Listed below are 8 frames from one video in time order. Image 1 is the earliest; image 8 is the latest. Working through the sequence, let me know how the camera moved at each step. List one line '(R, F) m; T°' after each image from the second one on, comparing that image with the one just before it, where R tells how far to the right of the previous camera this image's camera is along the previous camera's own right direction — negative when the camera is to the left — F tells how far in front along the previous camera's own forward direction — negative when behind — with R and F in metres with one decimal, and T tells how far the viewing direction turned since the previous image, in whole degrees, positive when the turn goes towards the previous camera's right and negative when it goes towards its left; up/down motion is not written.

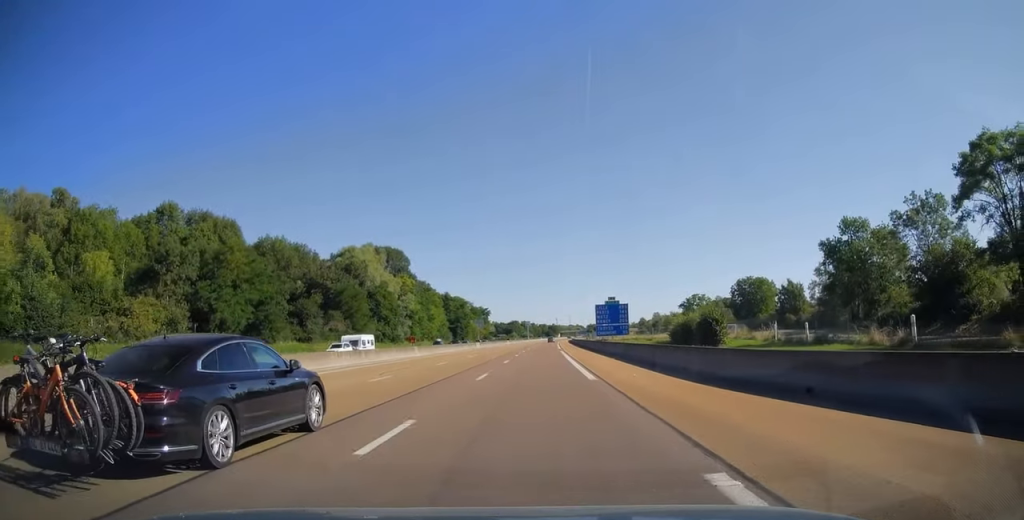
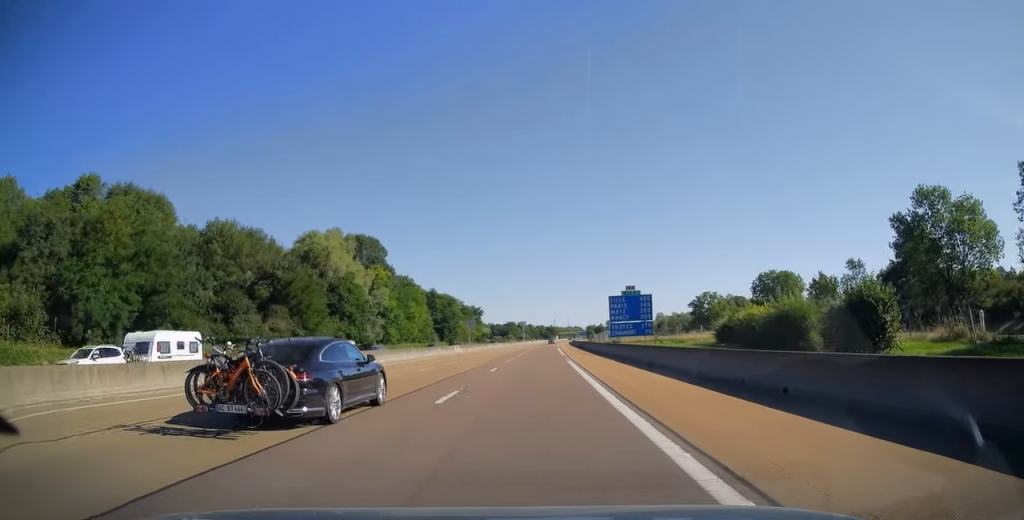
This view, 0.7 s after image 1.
(+0.1, +20.0) m; 0°
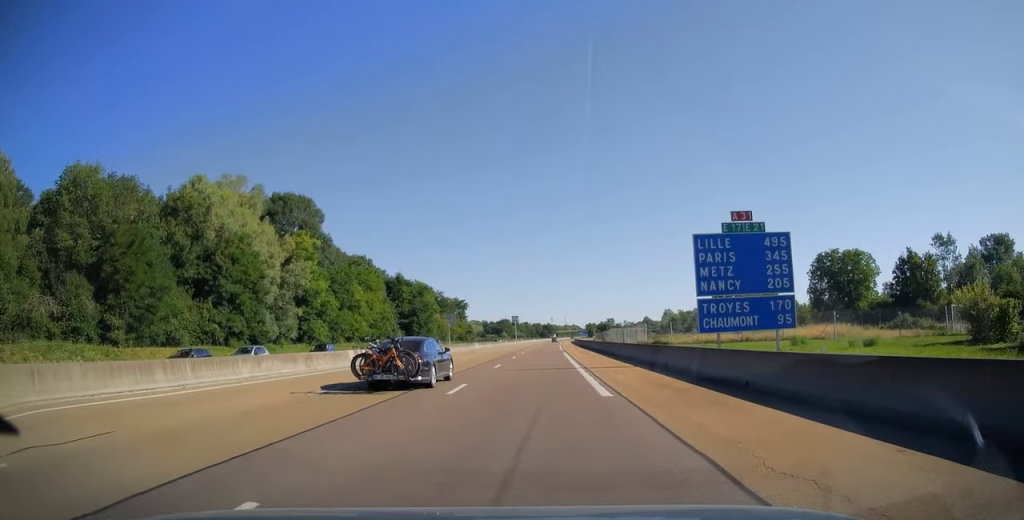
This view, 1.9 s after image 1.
(+0.2, +36.9) m; 0°
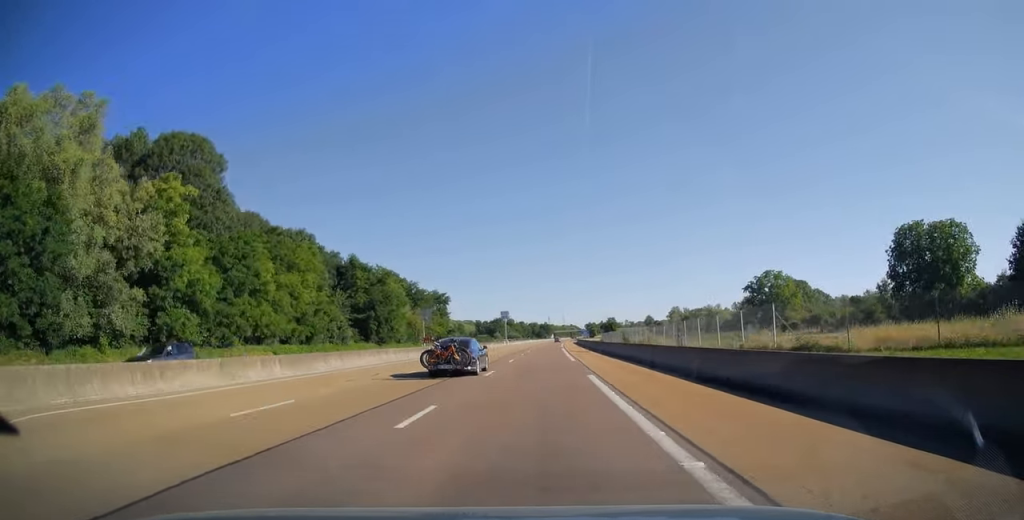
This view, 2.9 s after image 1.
(0.0, +31.3) m; 0°
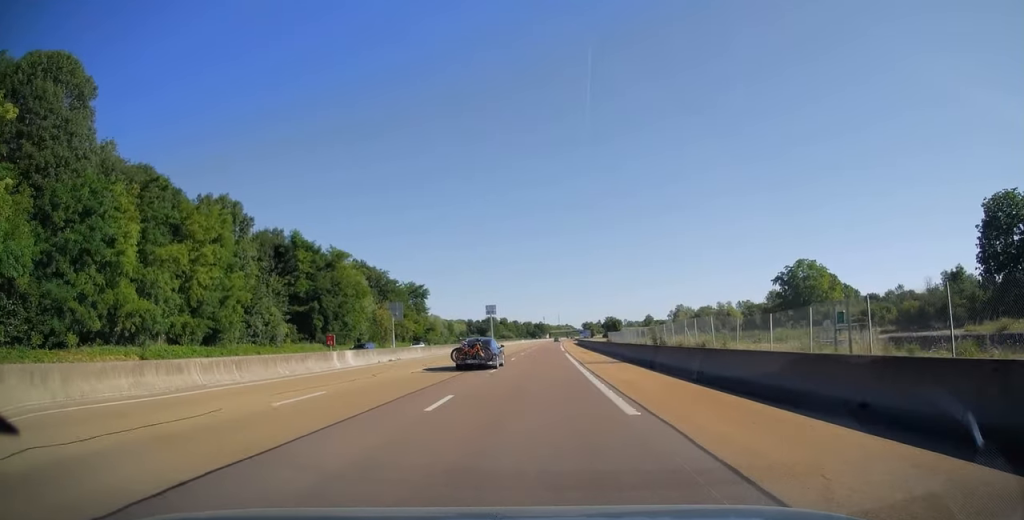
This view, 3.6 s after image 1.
(+0.1, +23.6) m; 0°
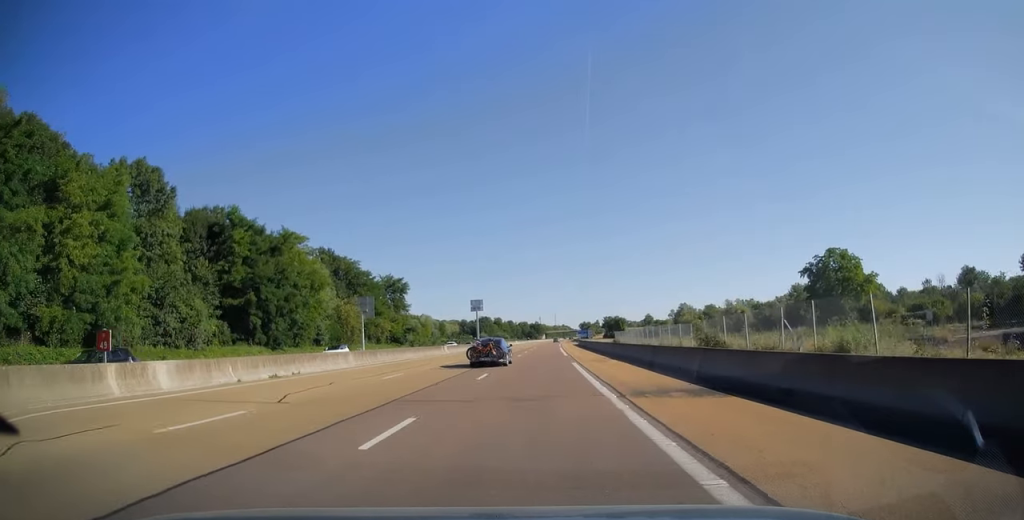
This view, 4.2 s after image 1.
(0.0, +16.9) m; 0°
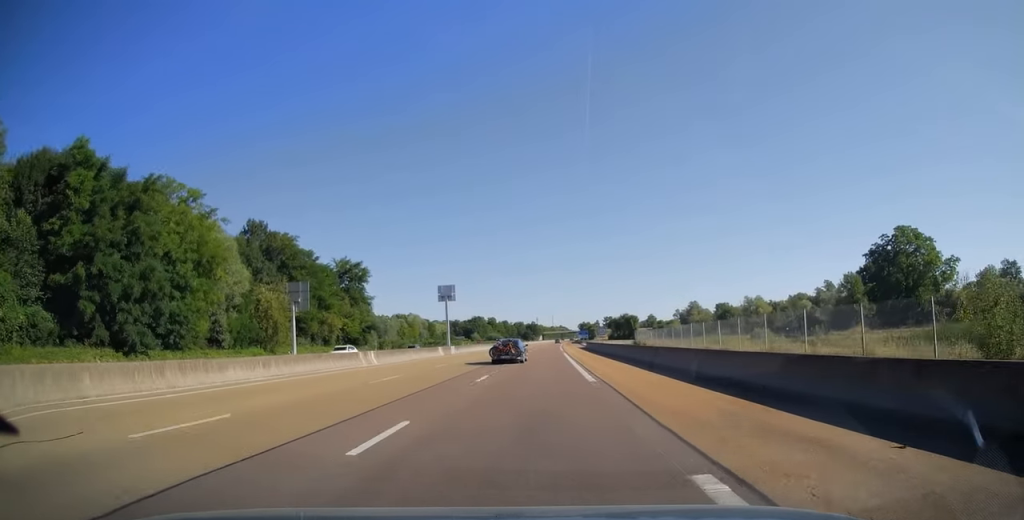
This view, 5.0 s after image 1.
(+0.1, +26.2) m; 0°
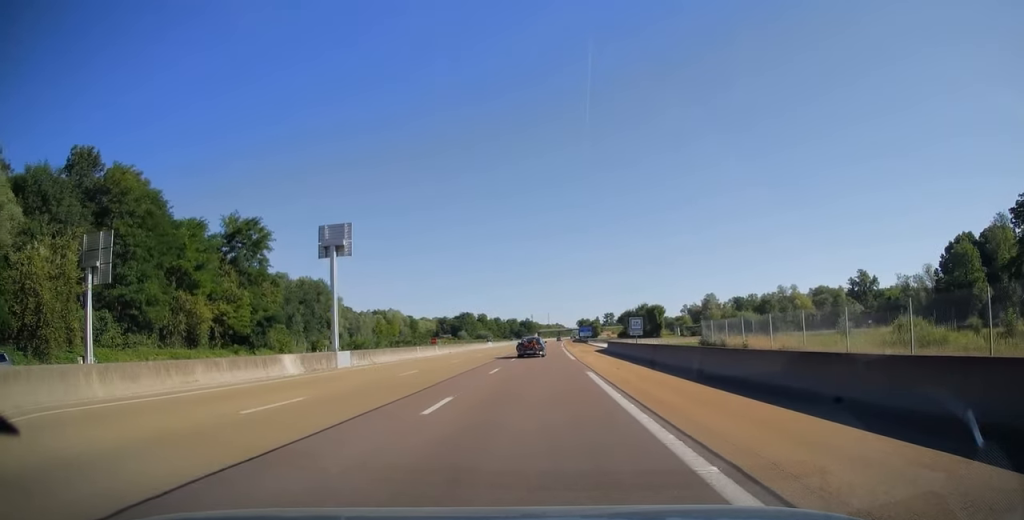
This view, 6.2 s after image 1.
(+0.1, +34.9) m; 0°
